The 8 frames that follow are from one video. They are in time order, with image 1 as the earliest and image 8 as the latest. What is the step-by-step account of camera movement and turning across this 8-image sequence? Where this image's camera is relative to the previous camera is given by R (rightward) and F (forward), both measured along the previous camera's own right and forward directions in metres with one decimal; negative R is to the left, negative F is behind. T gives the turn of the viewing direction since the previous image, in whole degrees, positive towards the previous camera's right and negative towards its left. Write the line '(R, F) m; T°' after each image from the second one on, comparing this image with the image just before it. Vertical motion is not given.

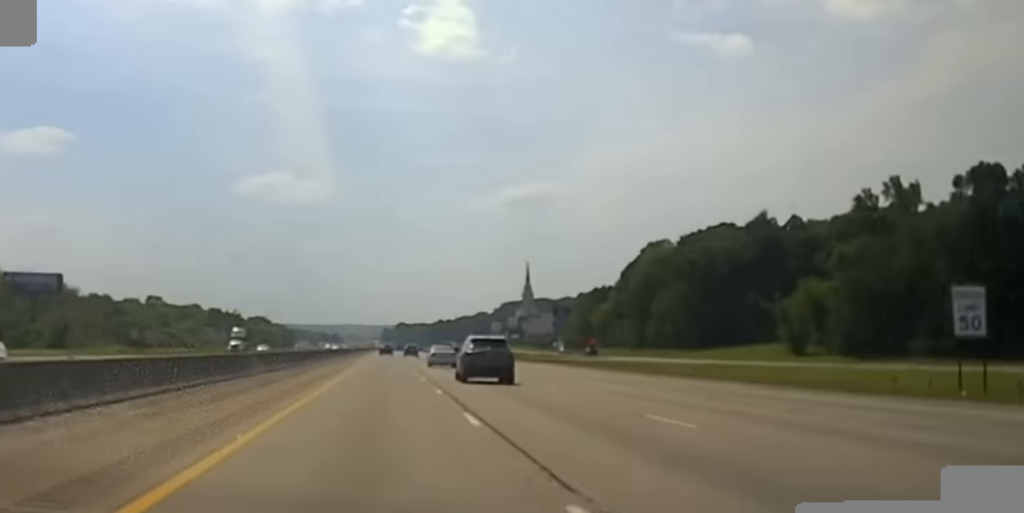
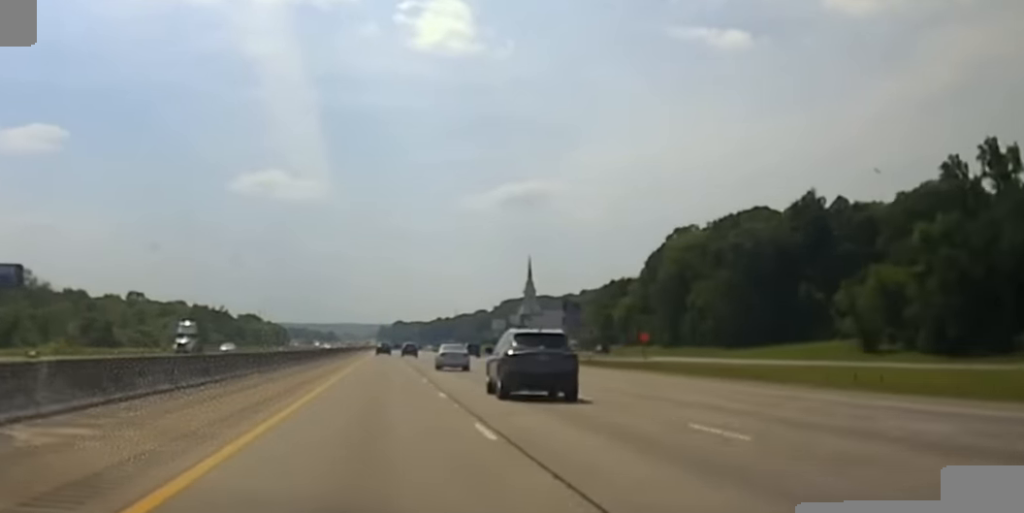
(0.0, +25.9) m; 0°
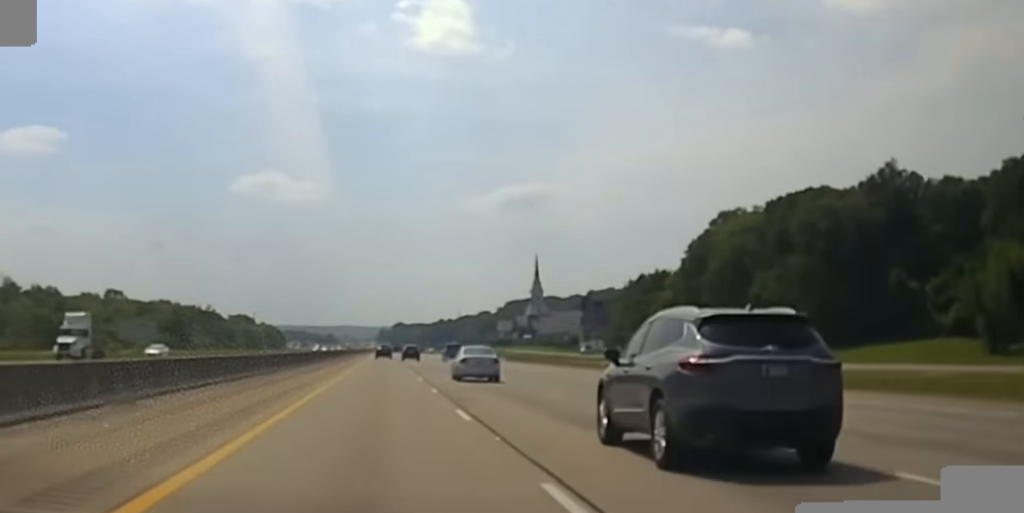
(0.0, +32.4) m; 0°
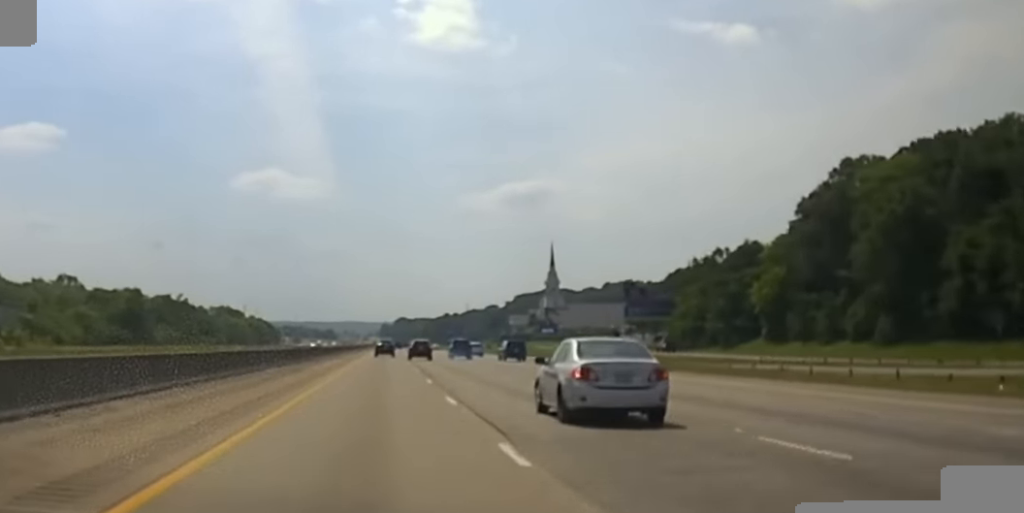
(0.0, +52.9) m; 0°
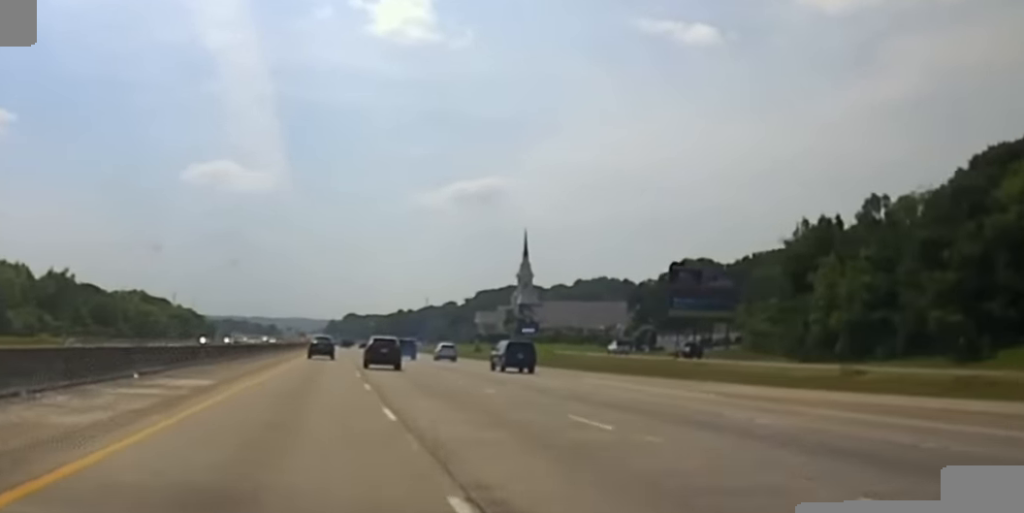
(+1.0, +75.0) m; +3°
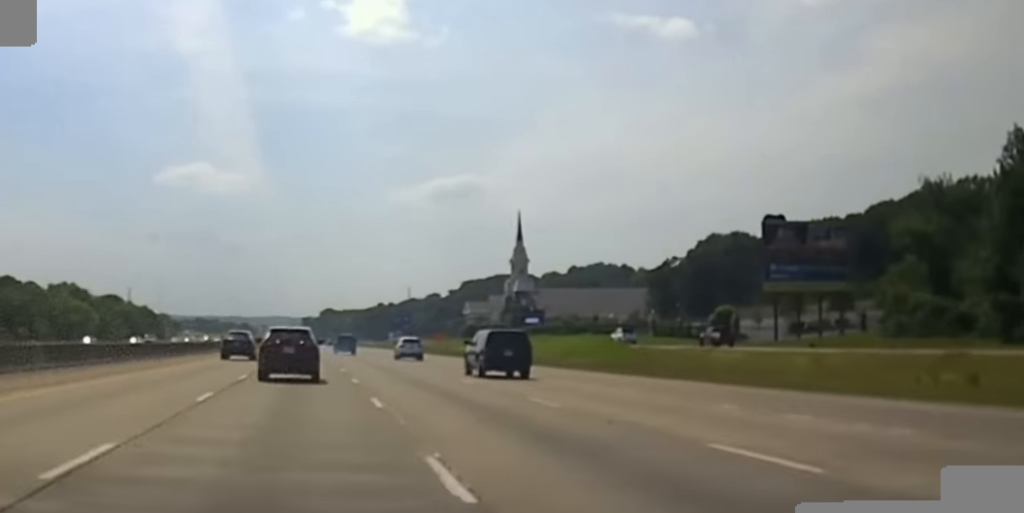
(+1.3, +60.1) m; 0°
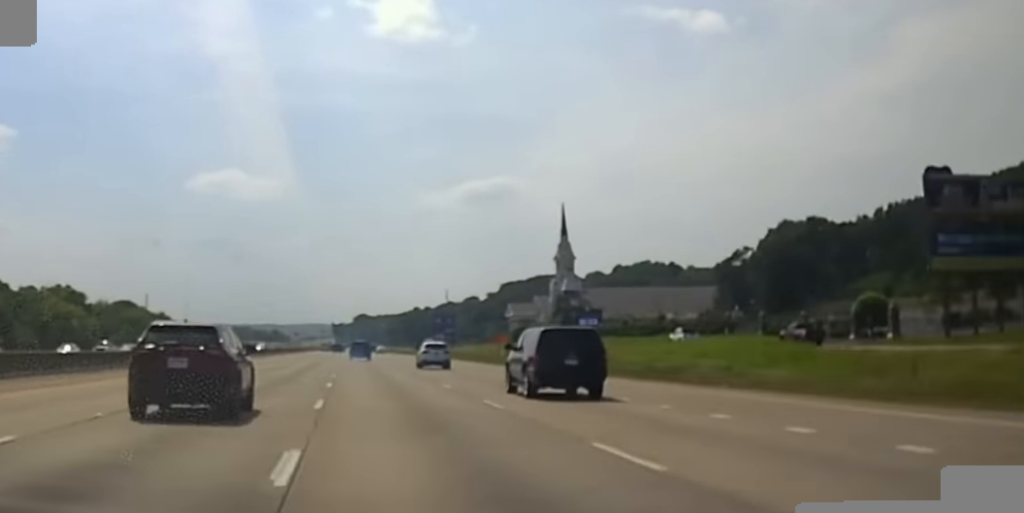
(-0.4, +32.6) m; -2°
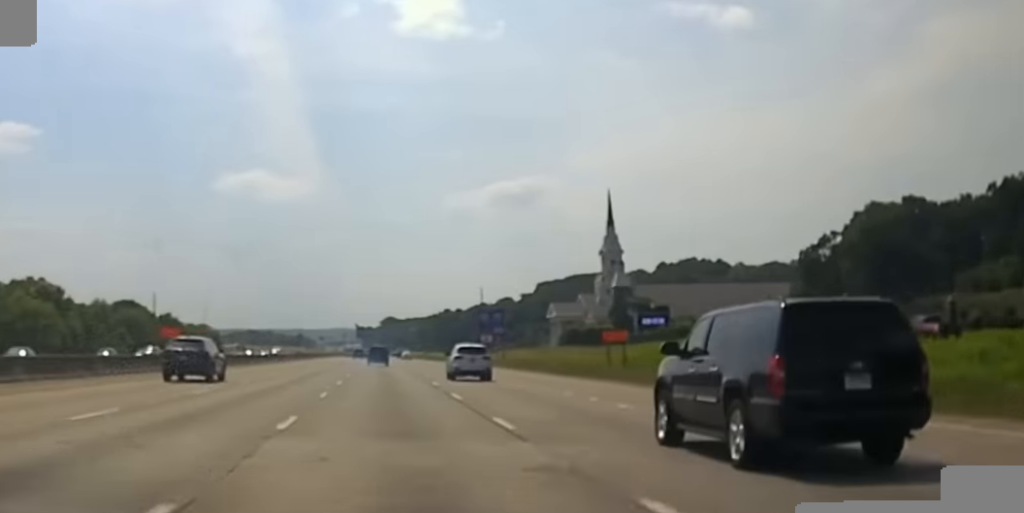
(-0.9, +41.7) m; -2°
